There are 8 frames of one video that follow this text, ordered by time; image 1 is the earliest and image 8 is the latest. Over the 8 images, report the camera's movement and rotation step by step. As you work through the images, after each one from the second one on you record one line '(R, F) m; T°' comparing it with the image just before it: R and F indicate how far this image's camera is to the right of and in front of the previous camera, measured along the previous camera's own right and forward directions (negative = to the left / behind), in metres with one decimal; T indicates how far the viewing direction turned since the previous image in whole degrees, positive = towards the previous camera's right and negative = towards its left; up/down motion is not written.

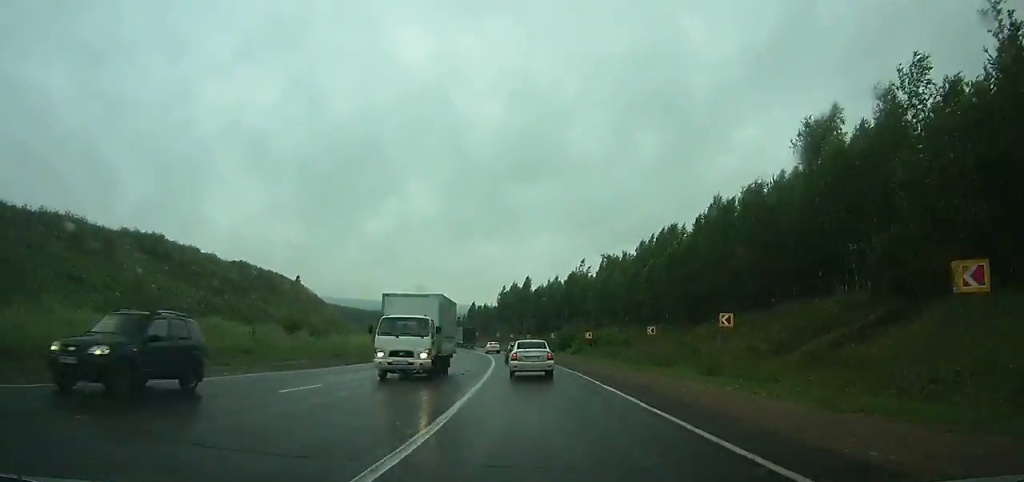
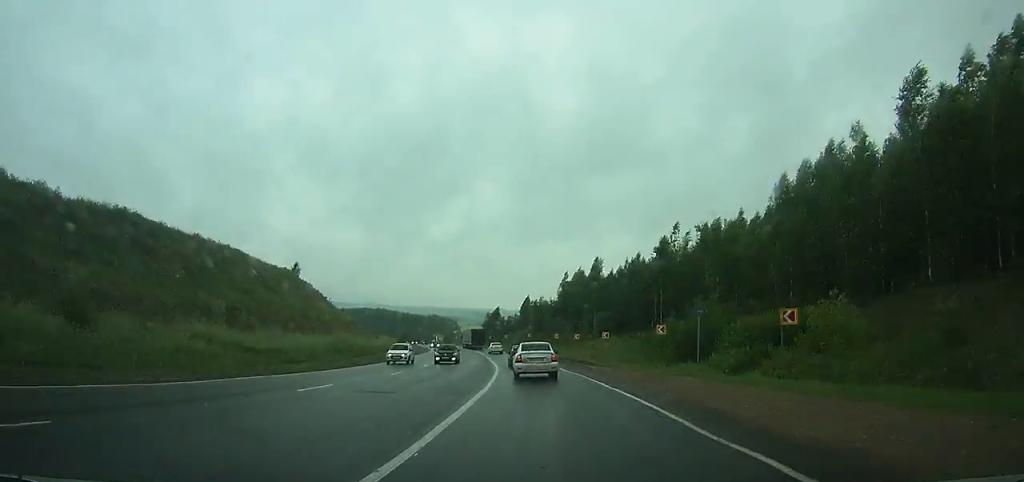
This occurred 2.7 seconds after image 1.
(-2.0, +46.1) m; -5°
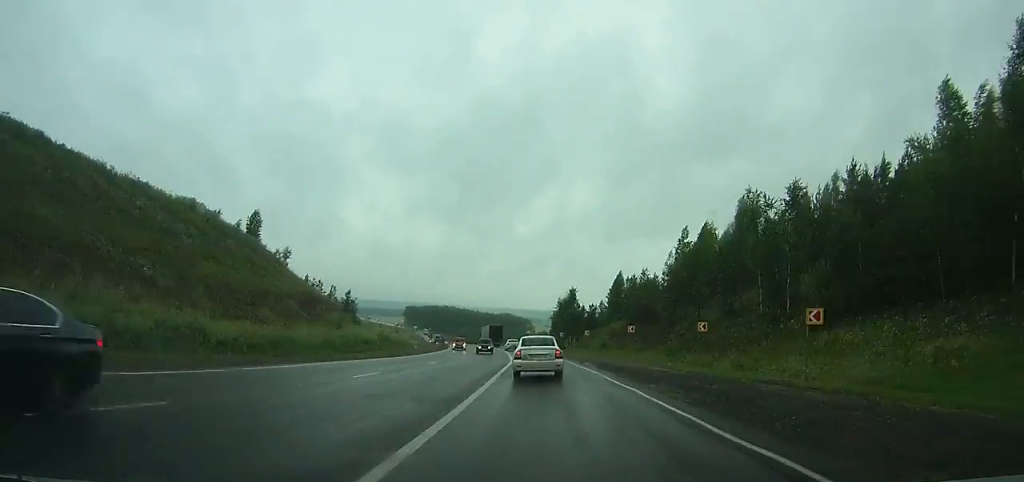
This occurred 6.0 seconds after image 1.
(-3.5, +57.0) m; -7°
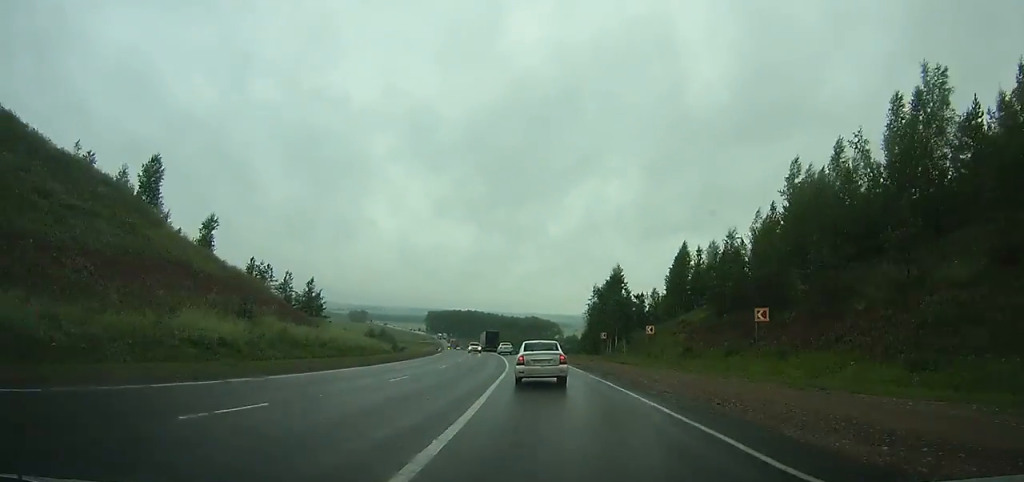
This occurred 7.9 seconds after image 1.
(-0.7, +32.8) m; -4°
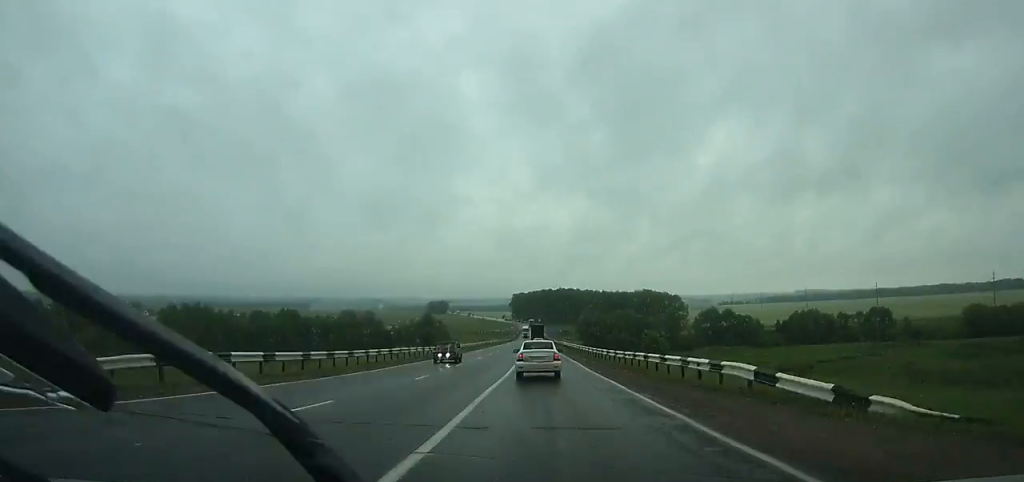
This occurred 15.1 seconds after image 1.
(-12.2, +119.0) m; -9°
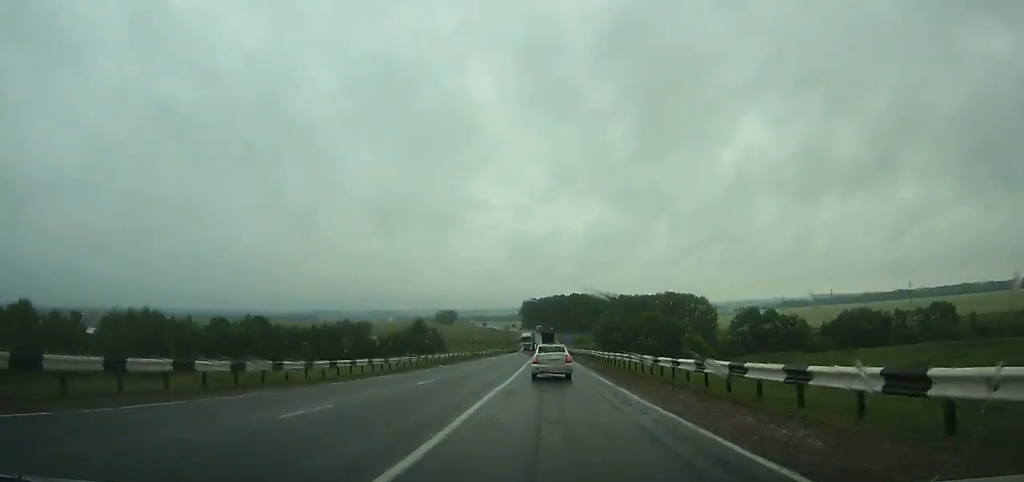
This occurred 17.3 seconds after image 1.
(-0.5, +36.3) m; -1°
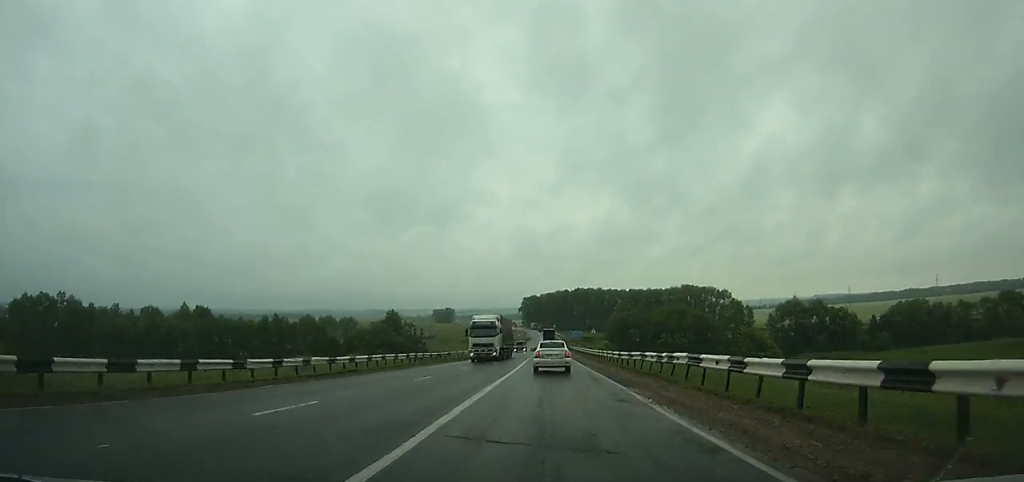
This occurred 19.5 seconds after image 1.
(-0.1, +36.6) m; 0°
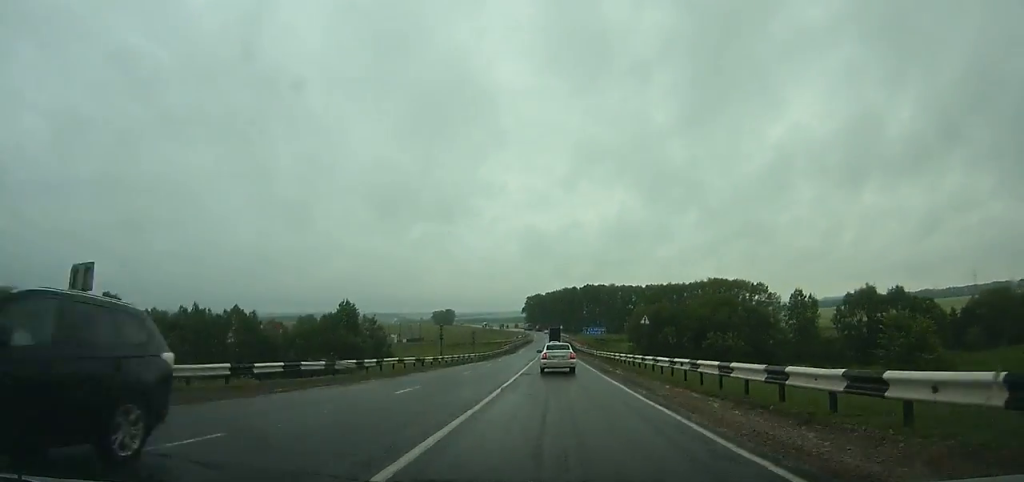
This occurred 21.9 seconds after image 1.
(-0.2, +41.3) m; 0°
